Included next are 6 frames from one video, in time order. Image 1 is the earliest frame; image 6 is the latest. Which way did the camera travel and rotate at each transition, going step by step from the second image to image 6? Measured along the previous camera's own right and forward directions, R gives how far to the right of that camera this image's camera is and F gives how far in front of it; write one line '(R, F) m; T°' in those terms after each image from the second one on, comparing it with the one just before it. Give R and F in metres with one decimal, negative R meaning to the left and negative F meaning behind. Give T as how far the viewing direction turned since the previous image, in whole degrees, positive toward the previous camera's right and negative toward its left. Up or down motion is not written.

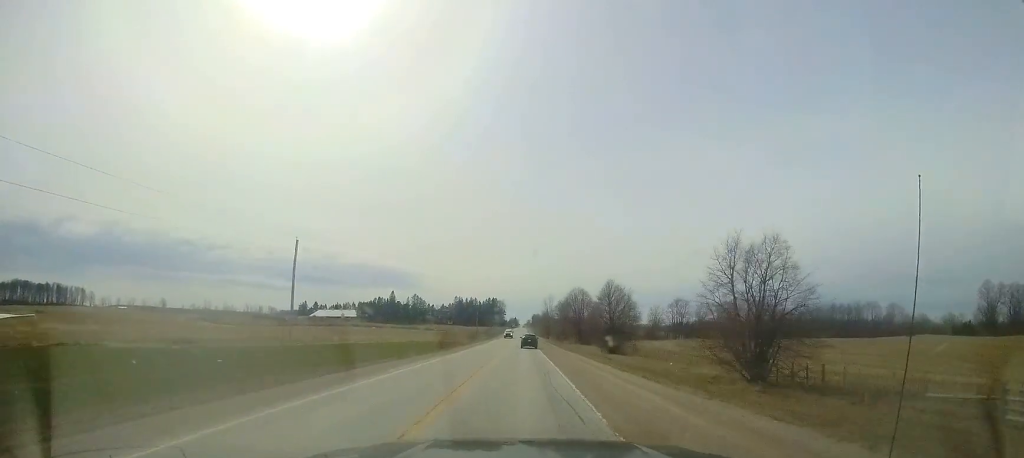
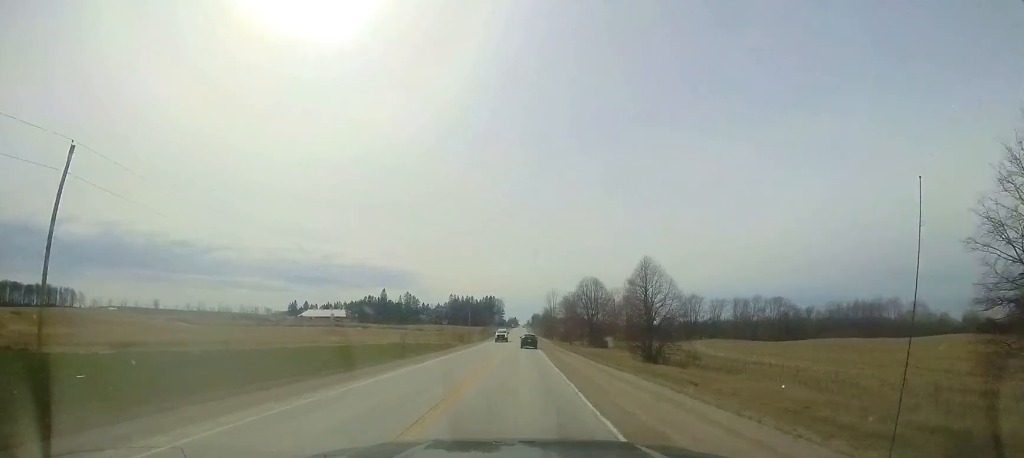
(-0.3, +16.0) m; 0°
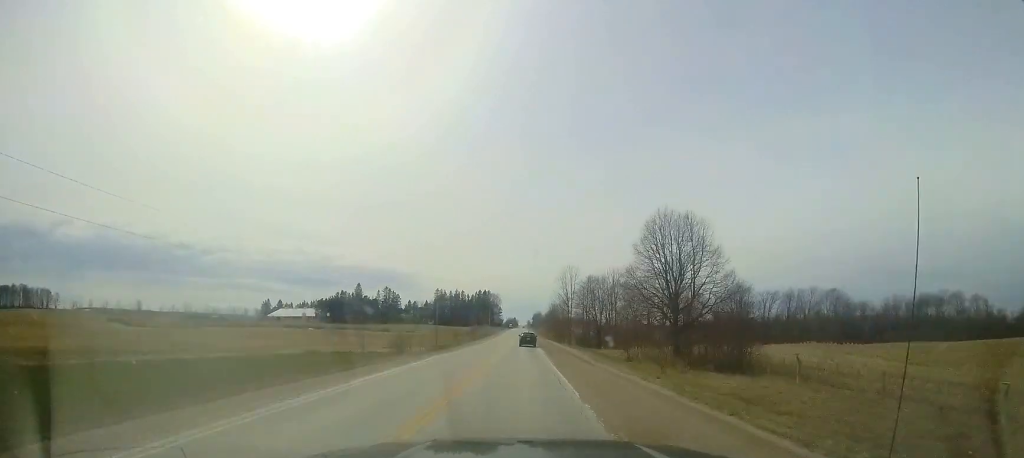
(+0.2, +38.1) m; 0°
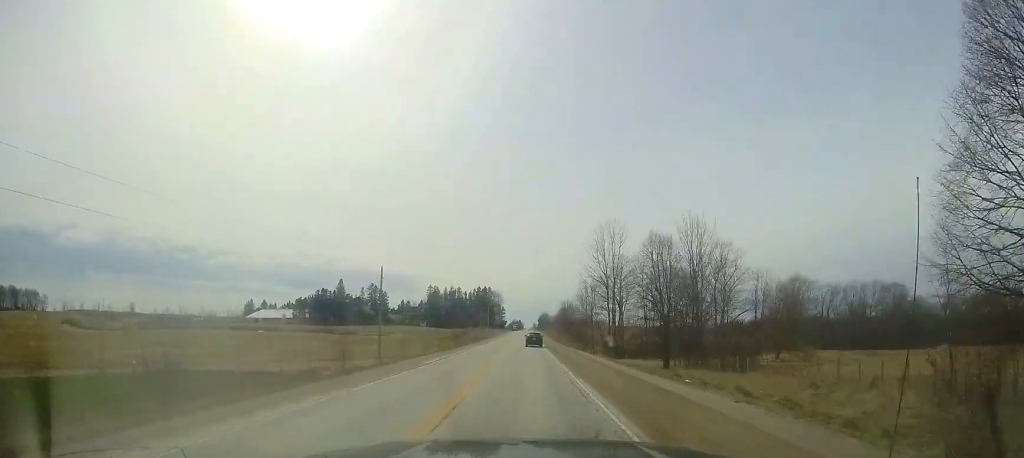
(-0.4, +27.5) m; -1°
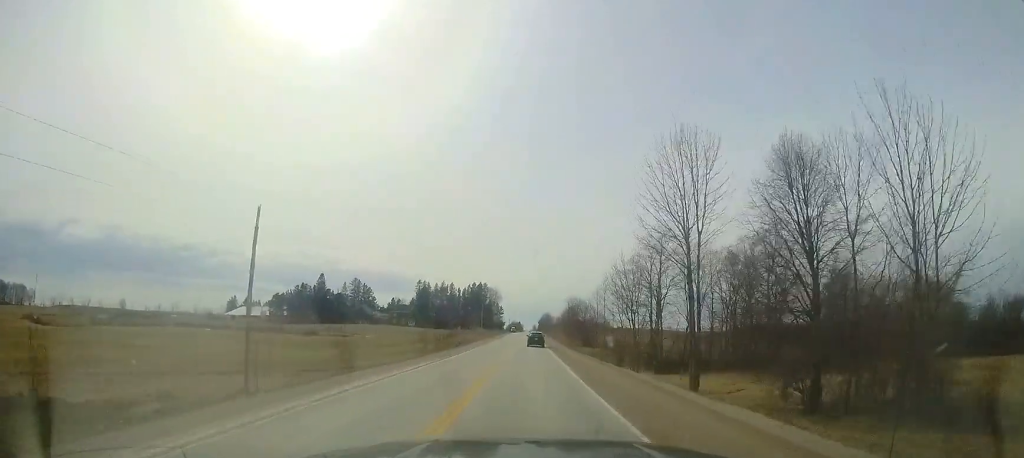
(-0.1, +18.7) m; 0°
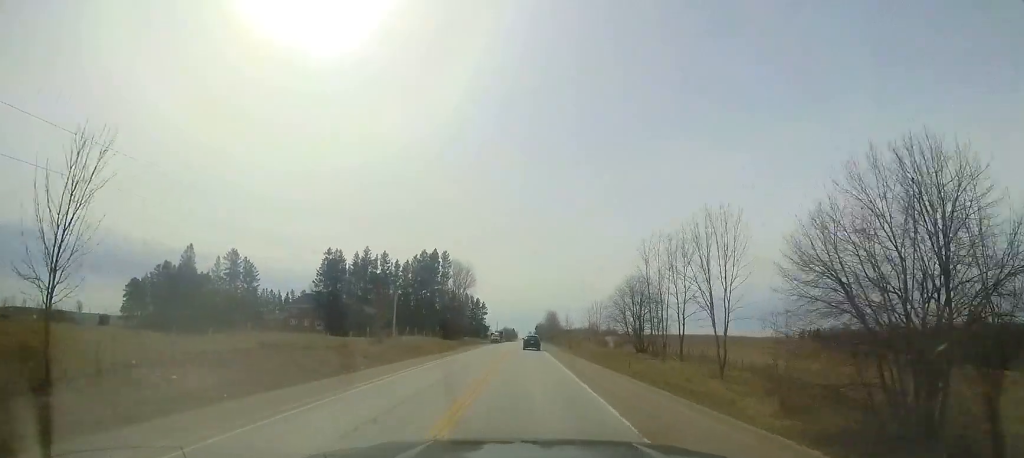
(+1.6, +72.0) m; +2°
